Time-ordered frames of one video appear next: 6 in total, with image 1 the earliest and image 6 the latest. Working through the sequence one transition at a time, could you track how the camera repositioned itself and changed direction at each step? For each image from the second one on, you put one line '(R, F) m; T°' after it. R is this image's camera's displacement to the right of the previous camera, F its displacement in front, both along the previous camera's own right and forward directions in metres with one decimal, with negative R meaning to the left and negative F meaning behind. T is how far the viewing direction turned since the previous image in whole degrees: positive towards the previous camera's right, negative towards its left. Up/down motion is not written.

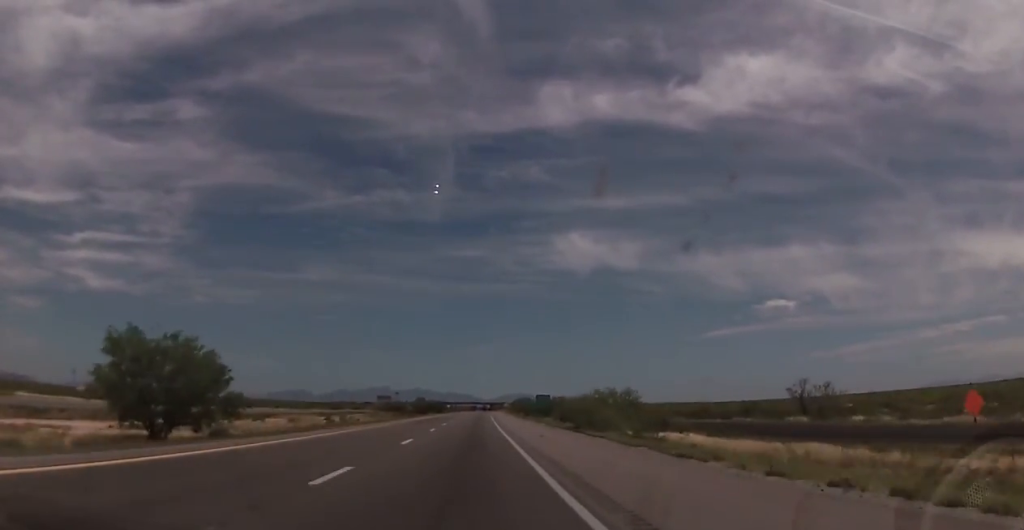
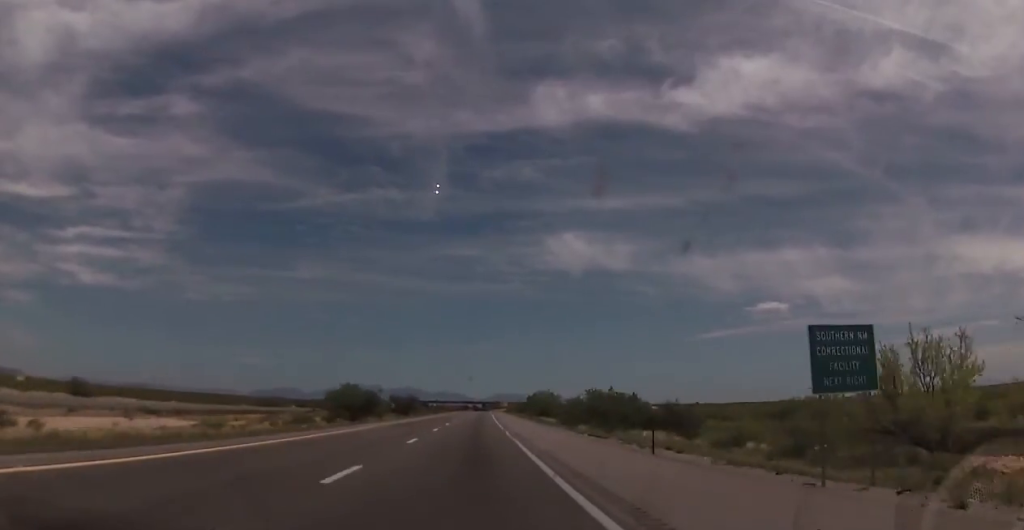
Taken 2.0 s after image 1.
(0.0, +73.6) m; +1°
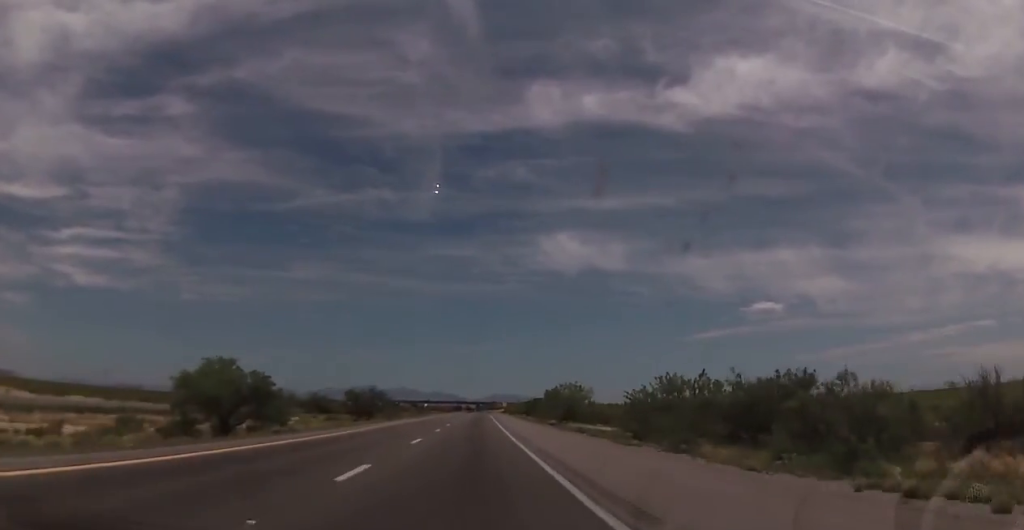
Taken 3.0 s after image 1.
(+0.5, +36.2) m; +1°
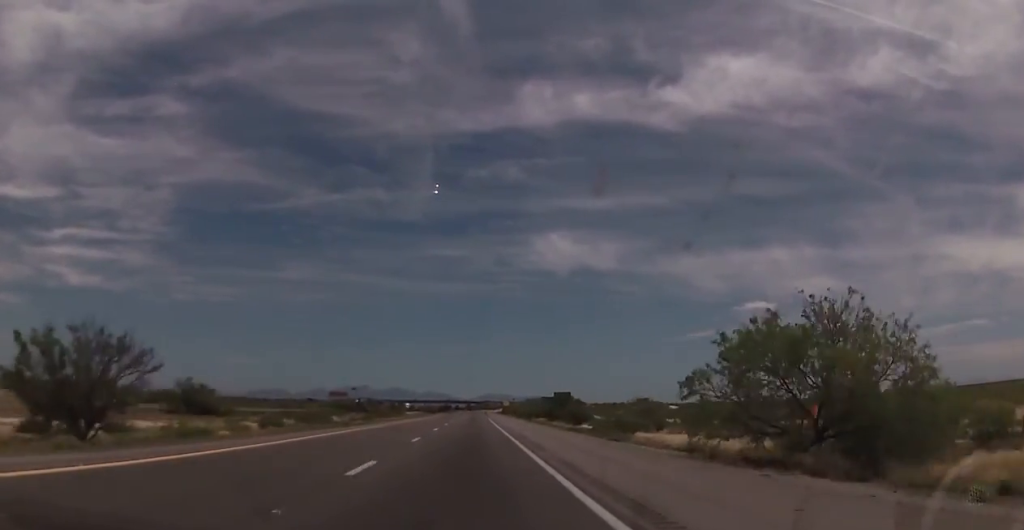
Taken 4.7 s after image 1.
(0.0, +60.2) m; 0°
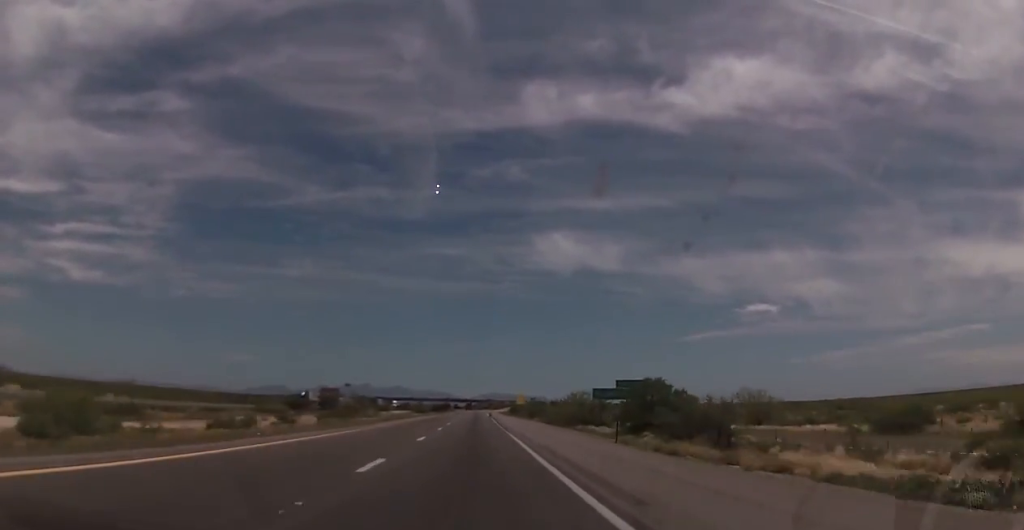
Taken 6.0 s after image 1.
(0.0, +48.2) m; +1°
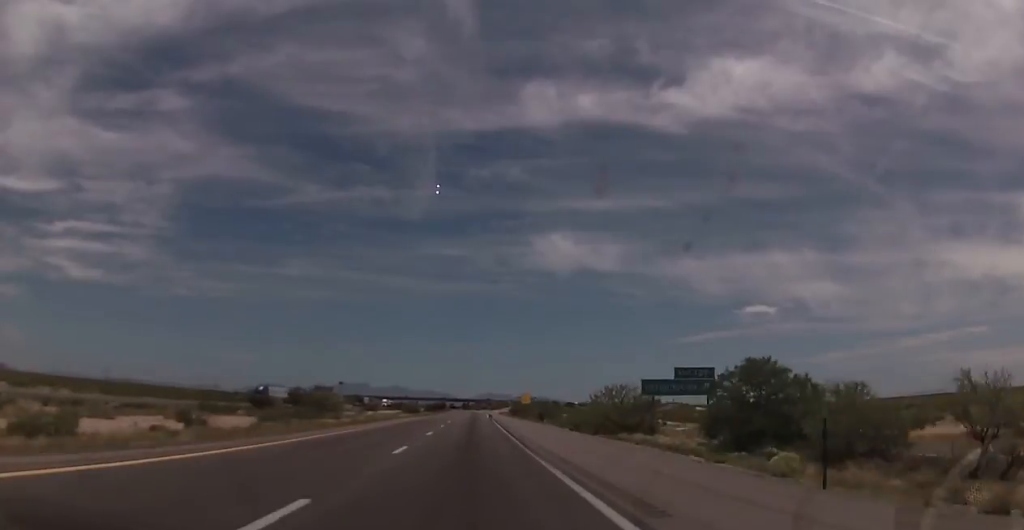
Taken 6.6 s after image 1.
(+0.2, +19.2) m; 0°
